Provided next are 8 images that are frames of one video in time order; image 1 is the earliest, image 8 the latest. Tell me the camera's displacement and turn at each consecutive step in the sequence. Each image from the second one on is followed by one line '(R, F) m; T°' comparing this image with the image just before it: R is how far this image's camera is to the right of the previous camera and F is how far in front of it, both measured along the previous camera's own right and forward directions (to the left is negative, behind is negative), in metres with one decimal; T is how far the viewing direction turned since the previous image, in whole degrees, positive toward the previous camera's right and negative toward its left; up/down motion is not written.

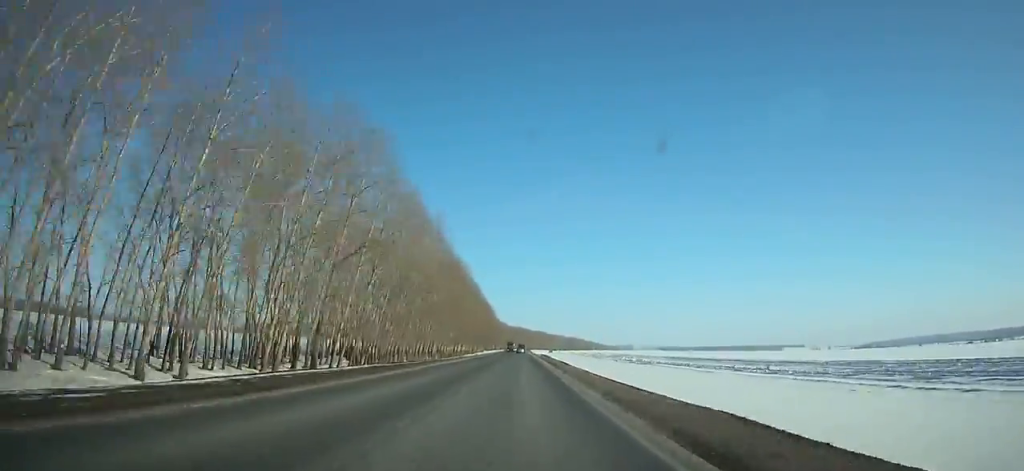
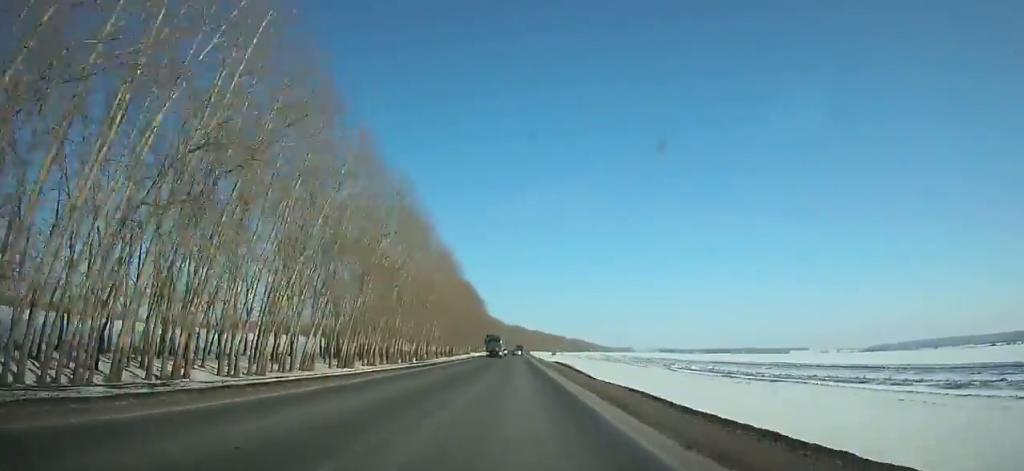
(+0.1, +65.4) m; 0°
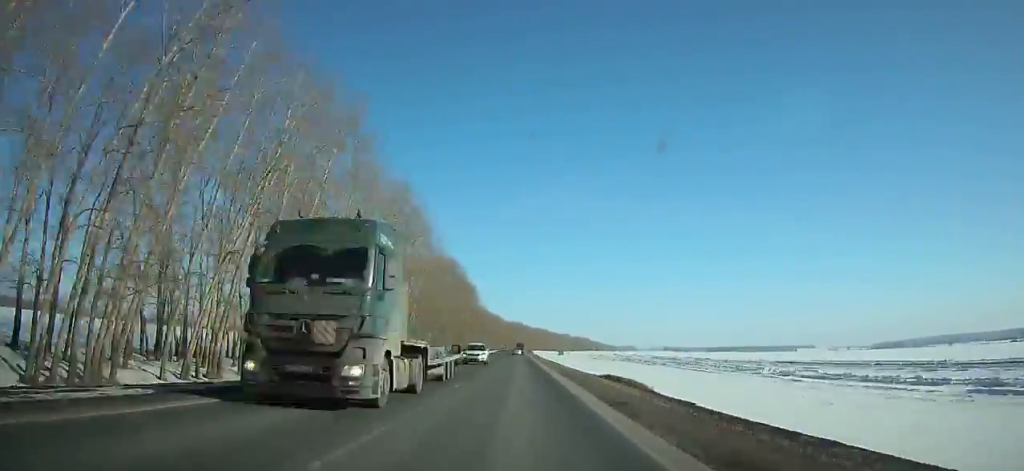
(+0.1, +45.4) m; 0°
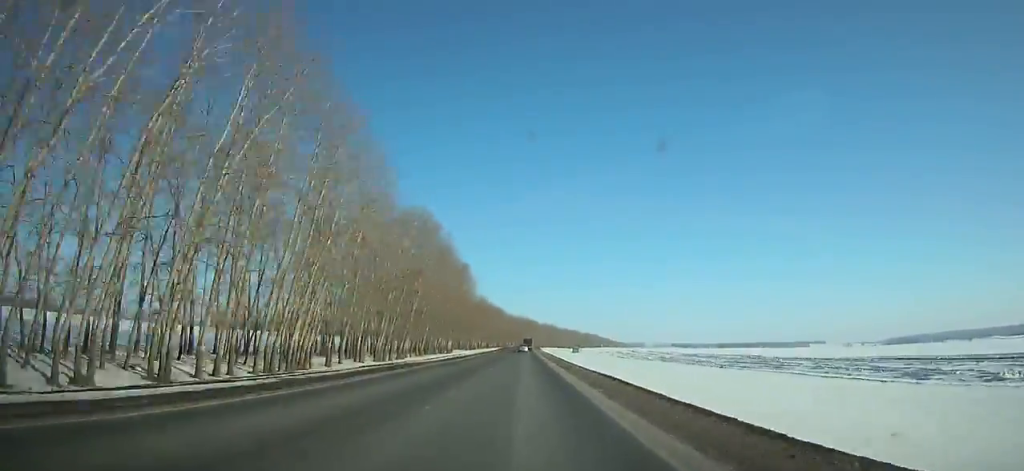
(-0.1, +41.5) m; 0°
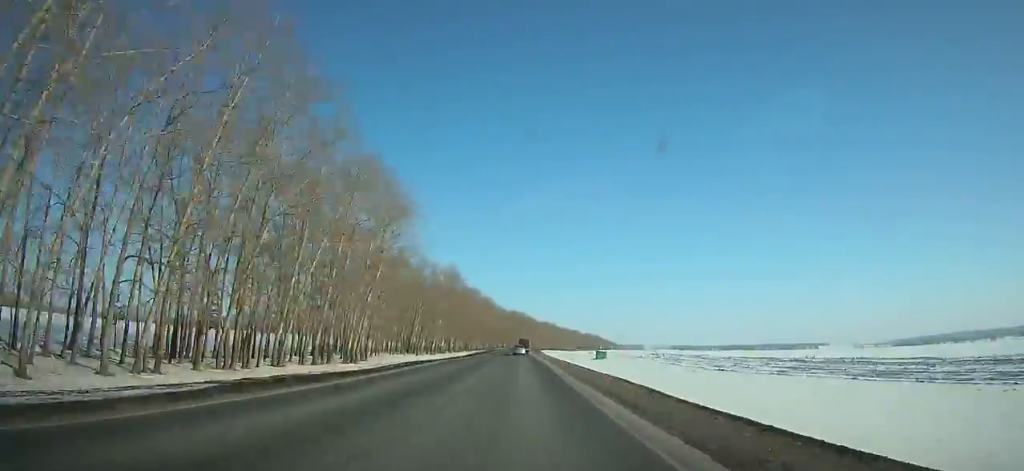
(+0.1, +83.1) m; 0°
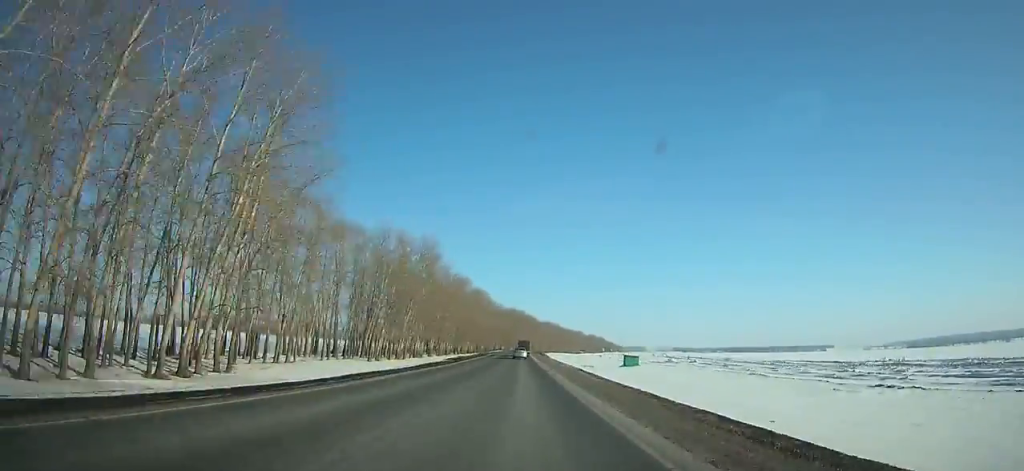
(0.0, +36.3) m; 0°
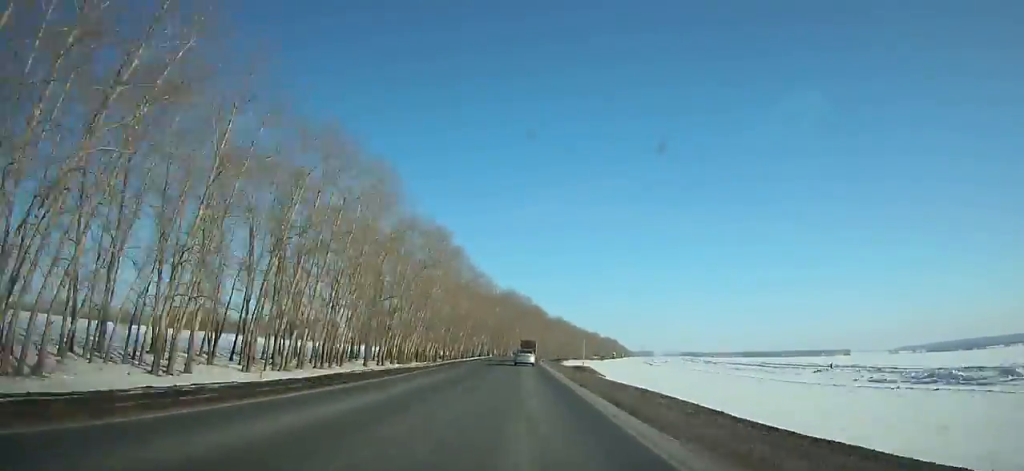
(-0.3, +99.1) m; +1°
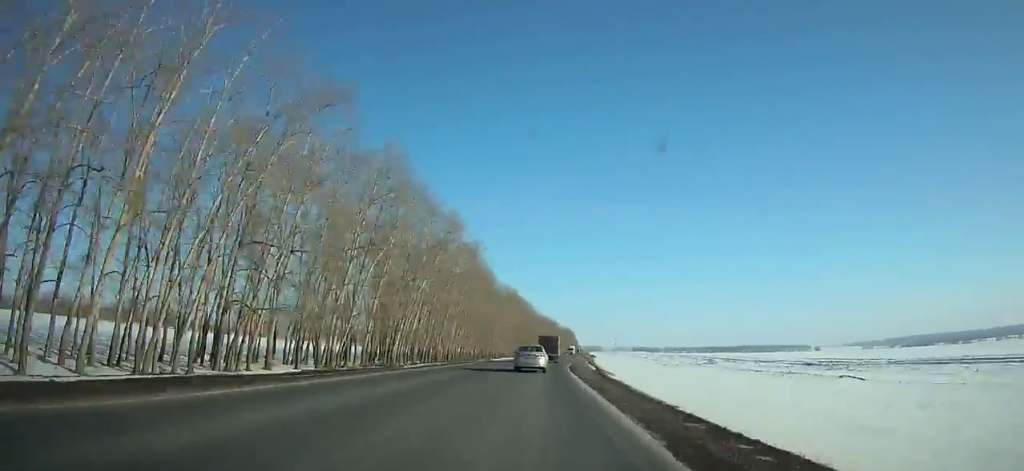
(+7.7, +126.2) m; +8°
